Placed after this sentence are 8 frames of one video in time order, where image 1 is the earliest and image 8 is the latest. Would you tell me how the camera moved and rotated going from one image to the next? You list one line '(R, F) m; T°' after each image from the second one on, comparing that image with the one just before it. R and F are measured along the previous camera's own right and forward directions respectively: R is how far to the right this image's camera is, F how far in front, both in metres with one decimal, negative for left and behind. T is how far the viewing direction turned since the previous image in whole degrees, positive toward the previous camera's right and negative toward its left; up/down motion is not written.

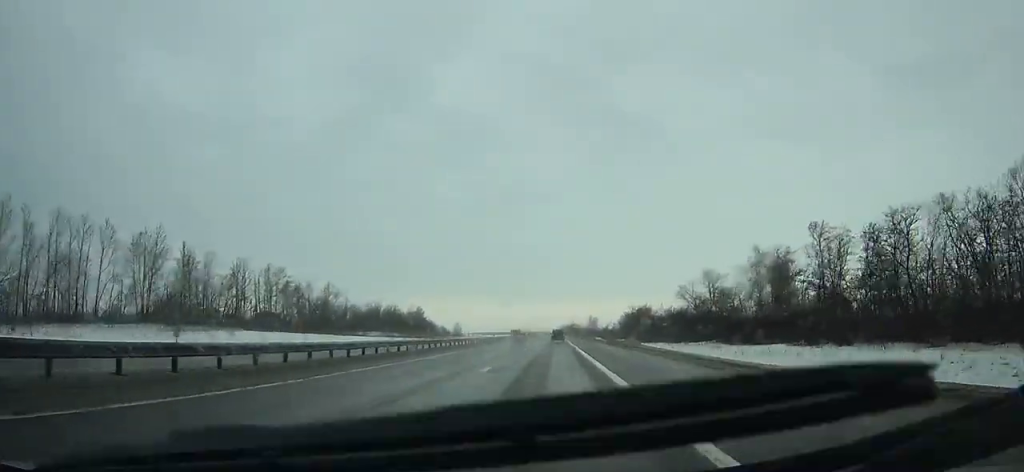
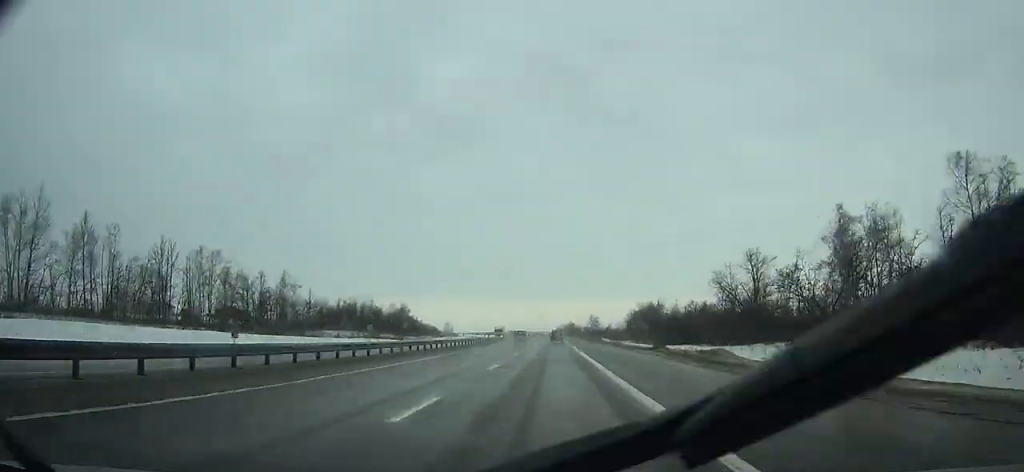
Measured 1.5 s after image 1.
(-0.2, +33.3) m; 0°
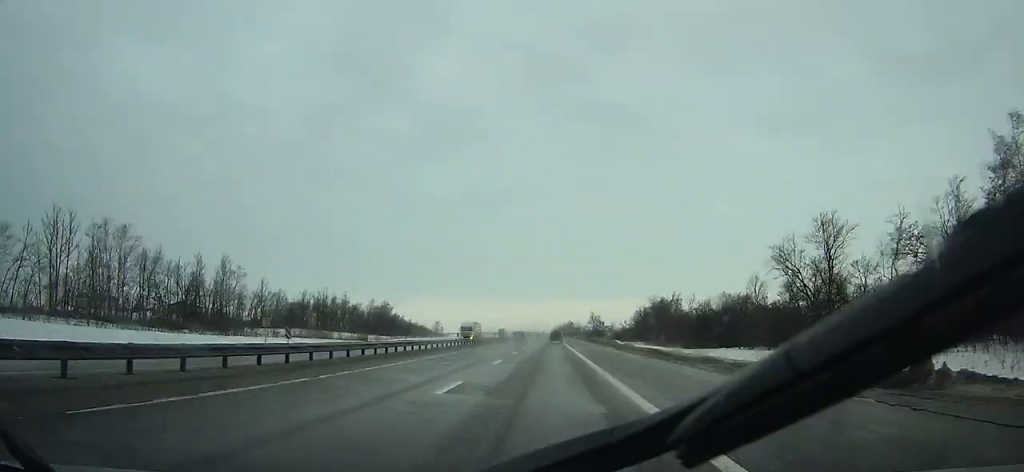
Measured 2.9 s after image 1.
(0.0, +31.3) m; 0°
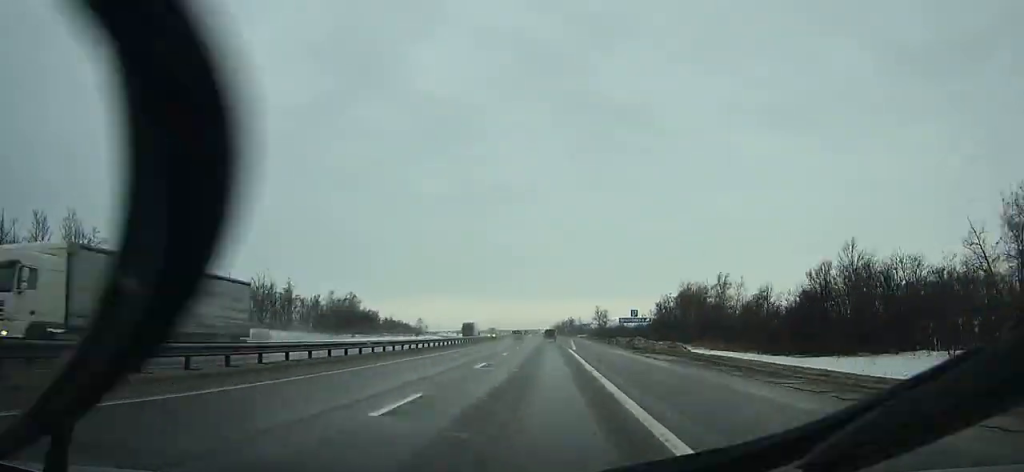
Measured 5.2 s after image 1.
(+0.3, +51.6) m; 0°
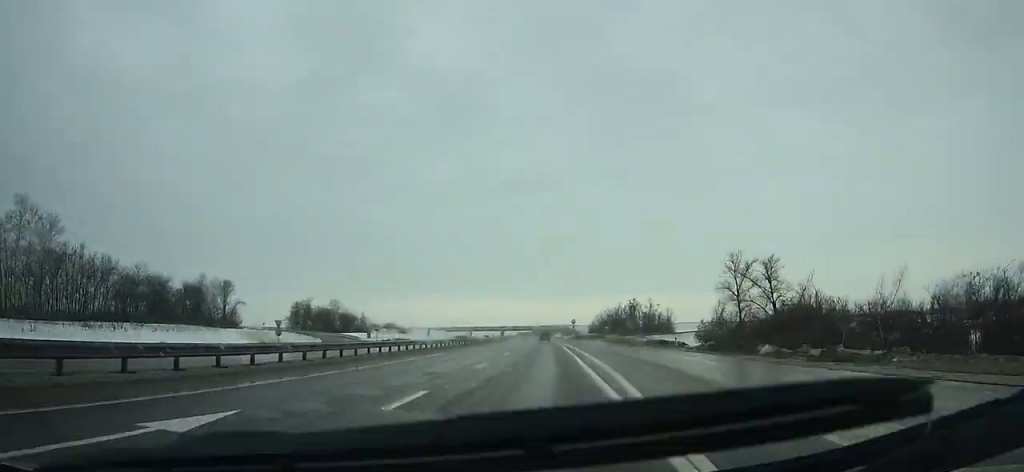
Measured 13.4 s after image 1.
(-4.0, +189.0) m; -3°
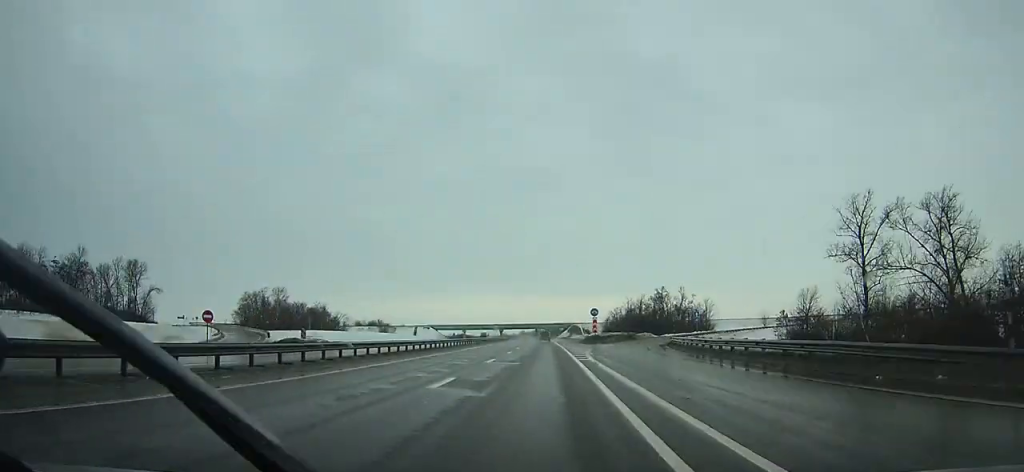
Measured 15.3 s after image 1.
(-0.4, +44.4) m; -1°
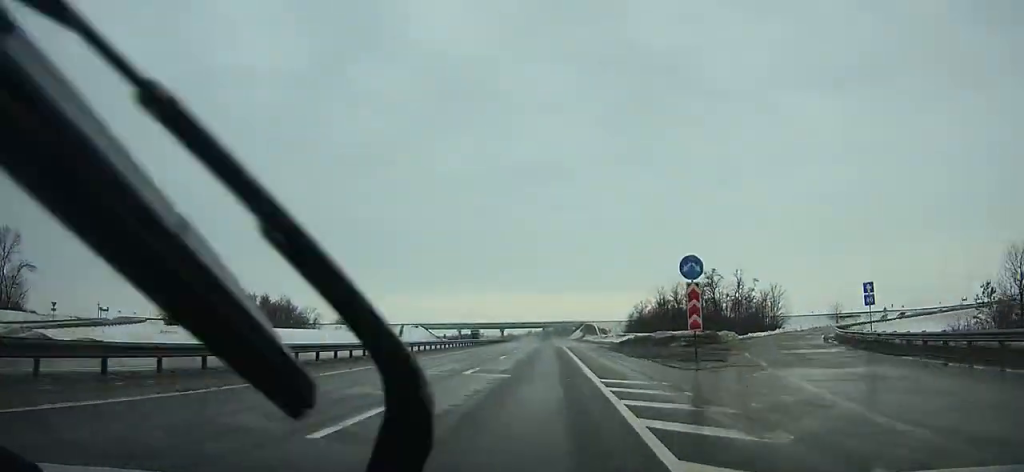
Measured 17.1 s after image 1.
(-0.1, +42.1) m; -1°
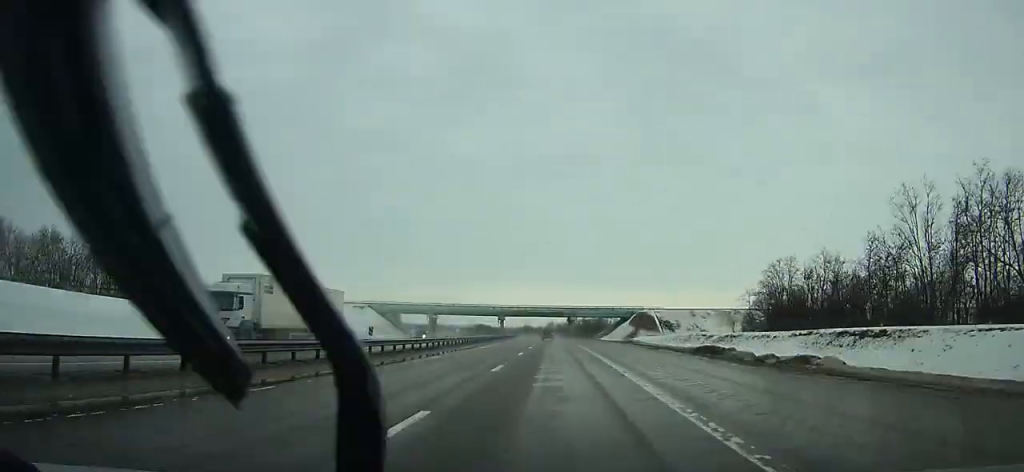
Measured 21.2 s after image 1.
(-1.6, +95.1) m; -2°
